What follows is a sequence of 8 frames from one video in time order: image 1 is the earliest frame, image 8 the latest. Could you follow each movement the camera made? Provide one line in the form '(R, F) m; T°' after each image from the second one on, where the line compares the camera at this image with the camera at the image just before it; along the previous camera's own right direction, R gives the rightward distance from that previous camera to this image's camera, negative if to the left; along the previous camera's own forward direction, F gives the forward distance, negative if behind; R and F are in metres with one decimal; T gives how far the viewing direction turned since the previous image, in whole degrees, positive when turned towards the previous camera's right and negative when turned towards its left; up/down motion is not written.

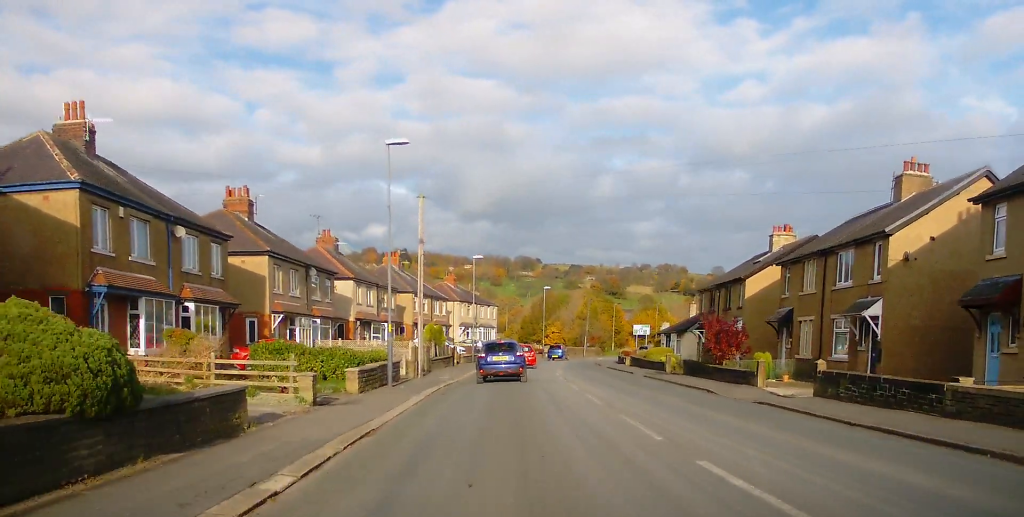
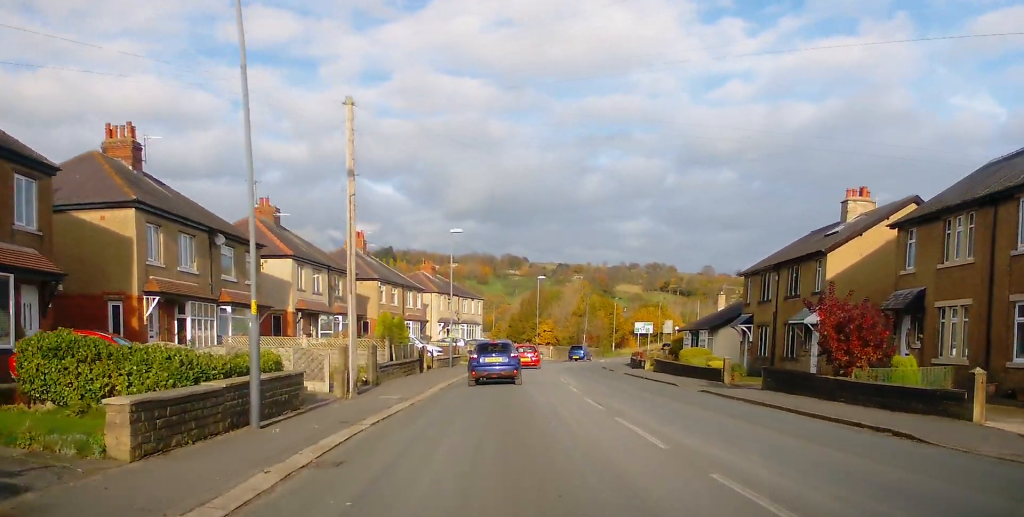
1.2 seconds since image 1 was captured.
(-0.1, +13.5) m; -1°
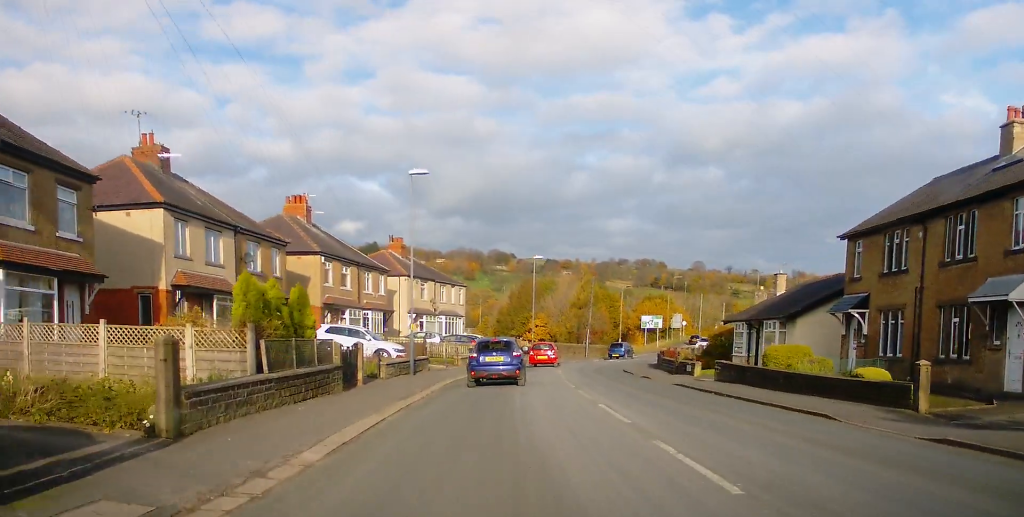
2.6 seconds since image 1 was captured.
(-0.1, +15.6) m; +2°
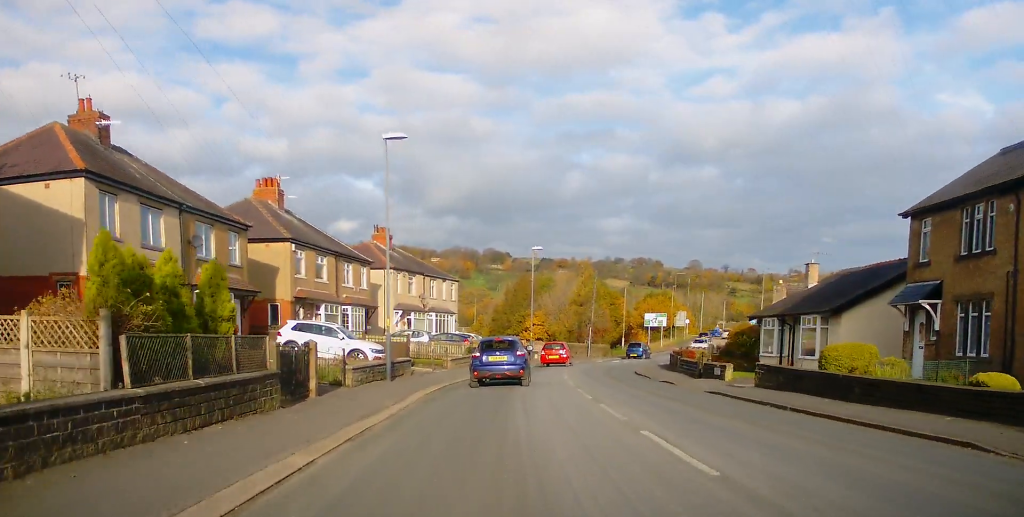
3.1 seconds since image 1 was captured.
(+0.2, +5.4) m; +1°
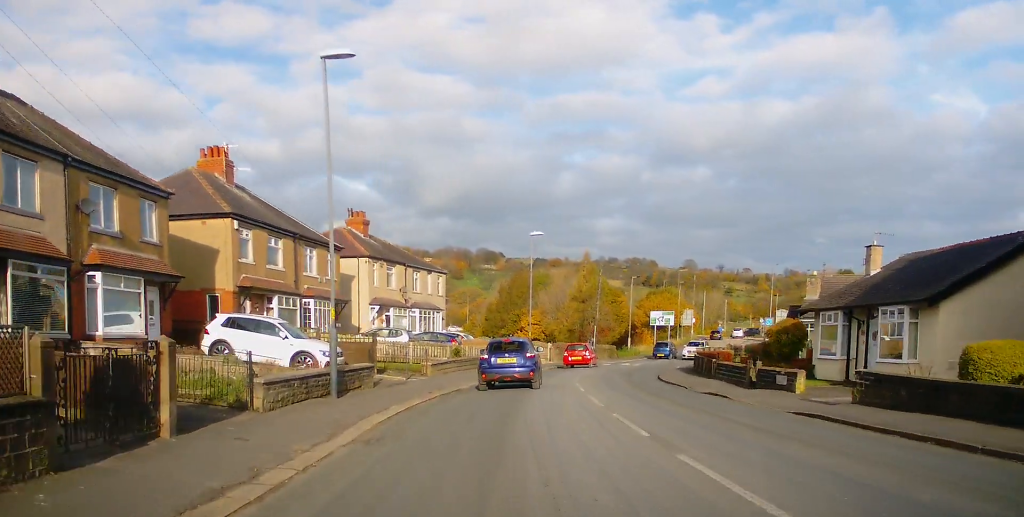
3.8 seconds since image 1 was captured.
(+0.1, +7.7) m; +1°
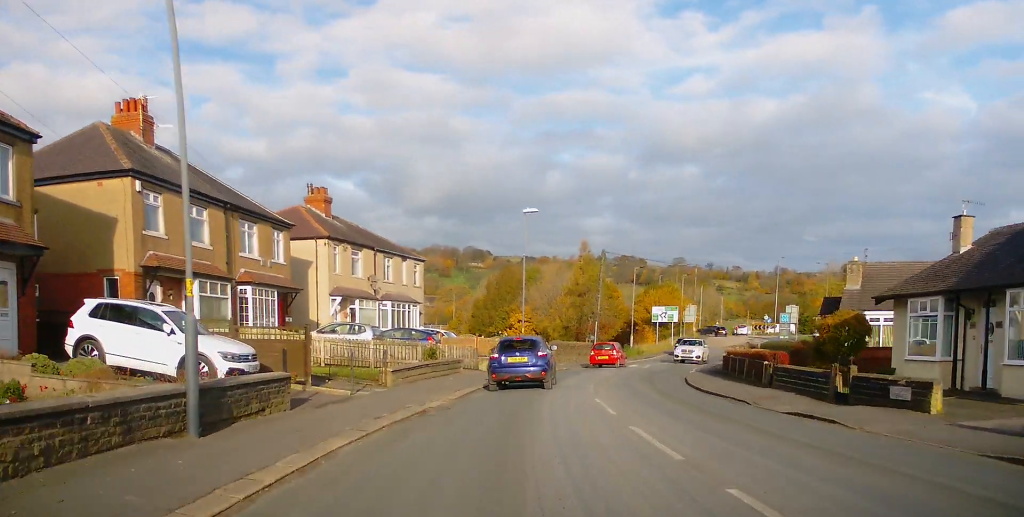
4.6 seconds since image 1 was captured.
(0.0, +7.8) m; +1°
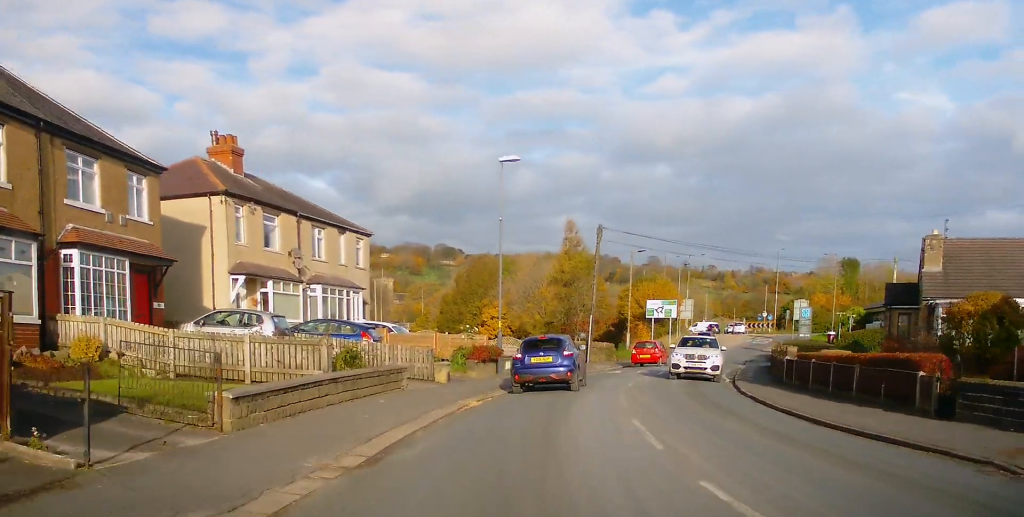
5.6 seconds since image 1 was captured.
(+0.2, +11.3) m; +3°
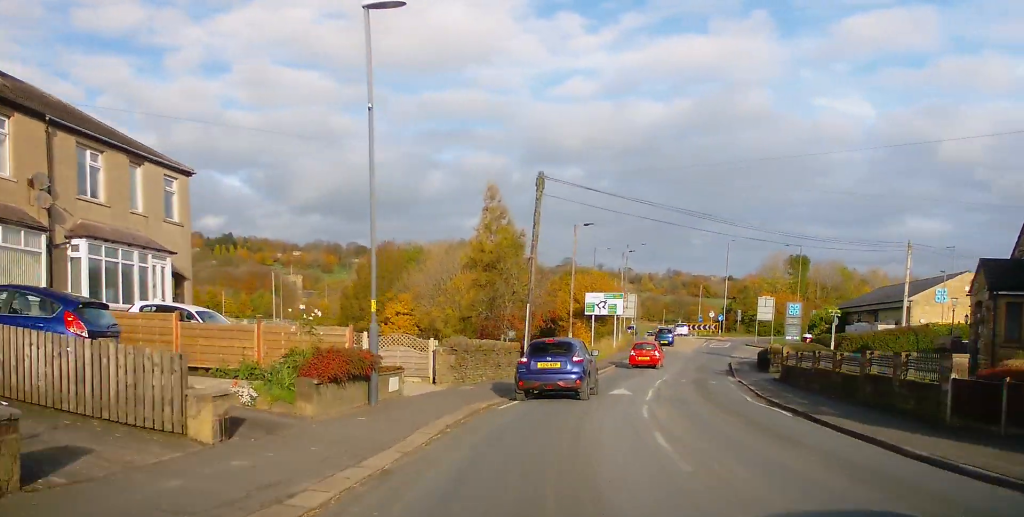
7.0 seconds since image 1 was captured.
(+0.6, +14.1) m; +5°
